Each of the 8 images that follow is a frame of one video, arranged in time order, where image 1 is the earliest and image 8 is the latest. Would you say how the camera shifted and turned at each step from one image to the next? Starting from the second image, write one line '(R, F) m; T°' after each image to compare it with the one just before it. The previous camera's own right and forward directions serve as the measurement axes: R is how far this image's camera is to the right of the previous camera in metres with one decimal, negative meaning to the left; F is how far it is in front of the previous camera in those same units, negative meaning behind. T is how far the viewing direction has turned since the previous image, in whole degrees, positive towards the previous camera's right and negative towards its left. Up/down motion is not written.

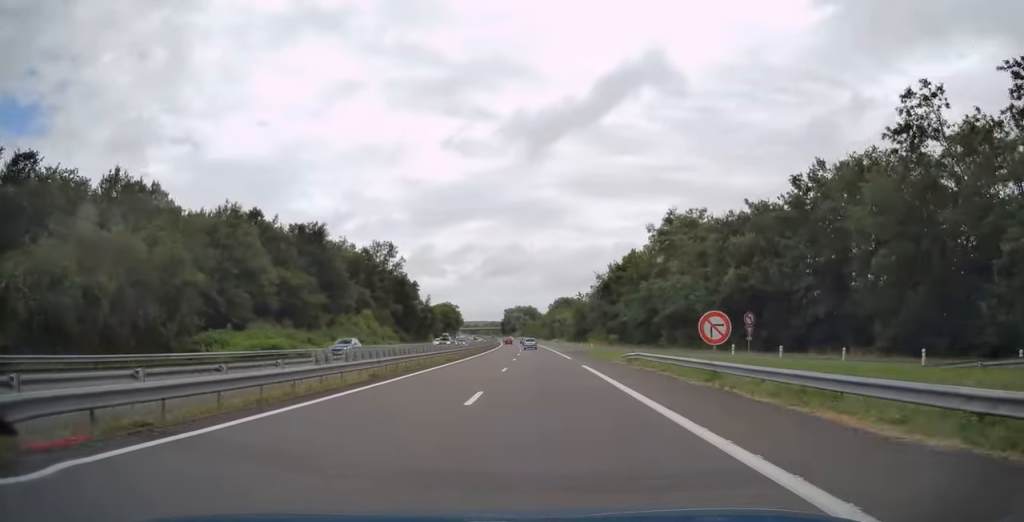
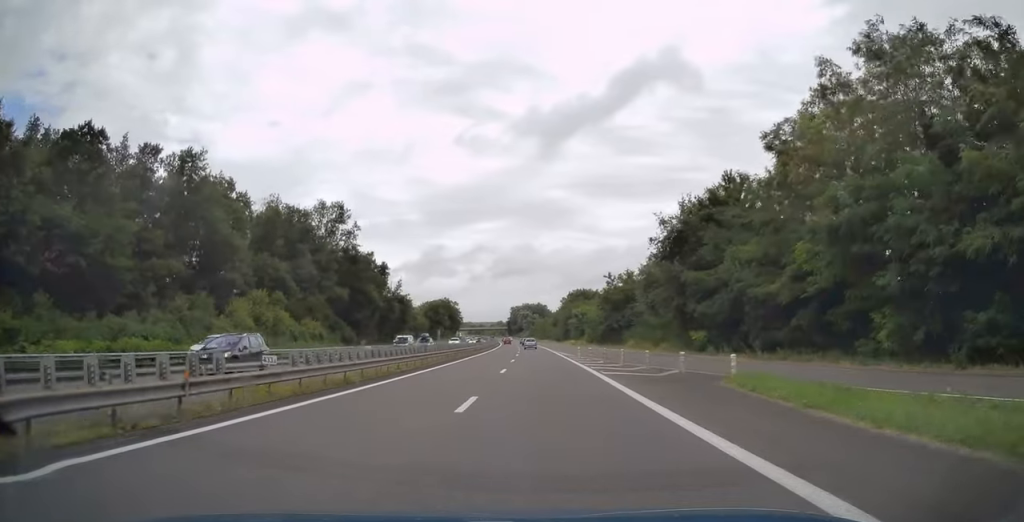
(-0.5, +41.5) m; -1°
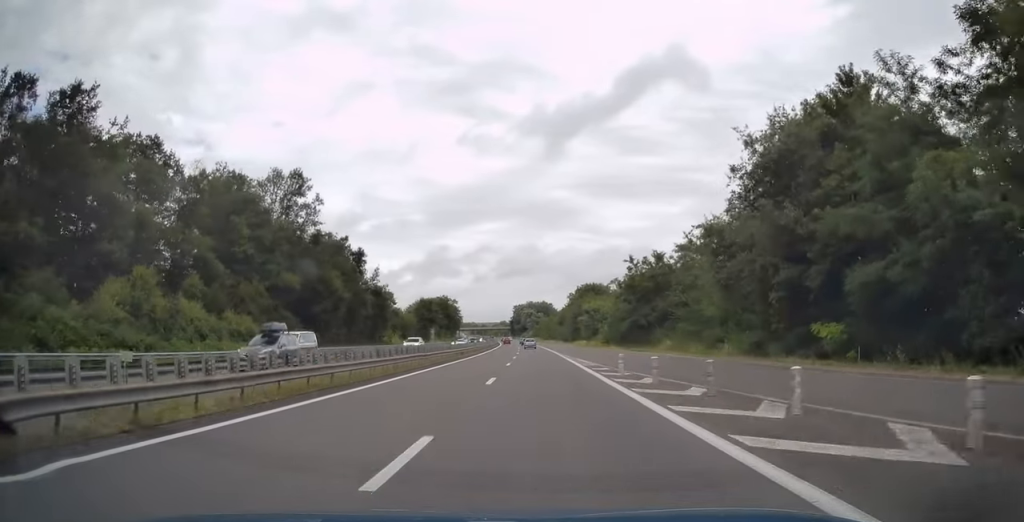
(-0.1, +19.4) m; 0°
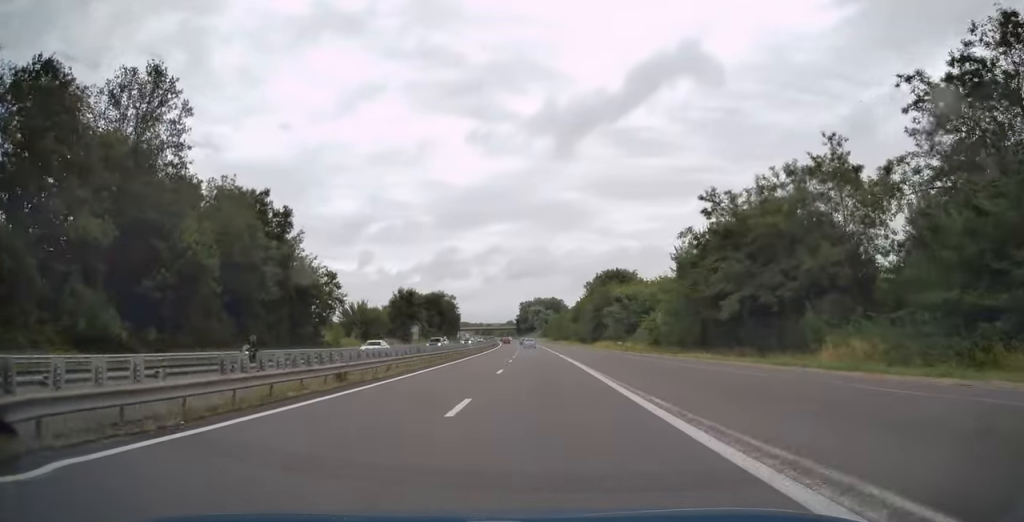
(0.0, +34.5) m; -1°
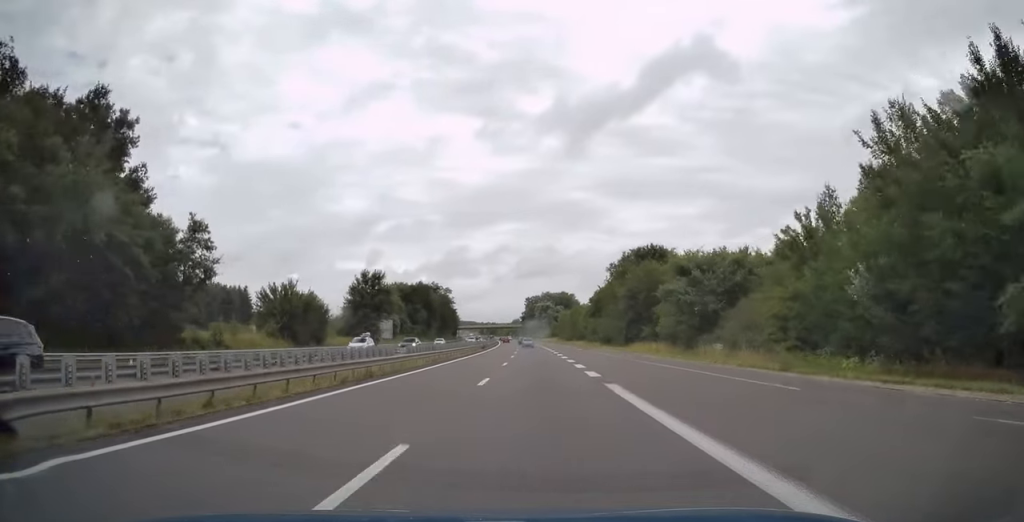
(-0.3, +32.8) m; -1°
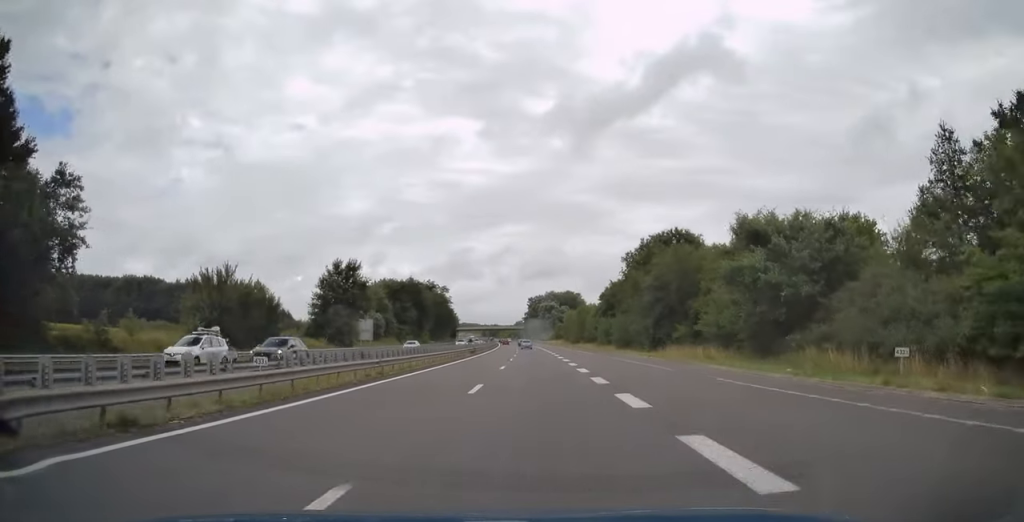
(-0.1, +15.7) m; 0°
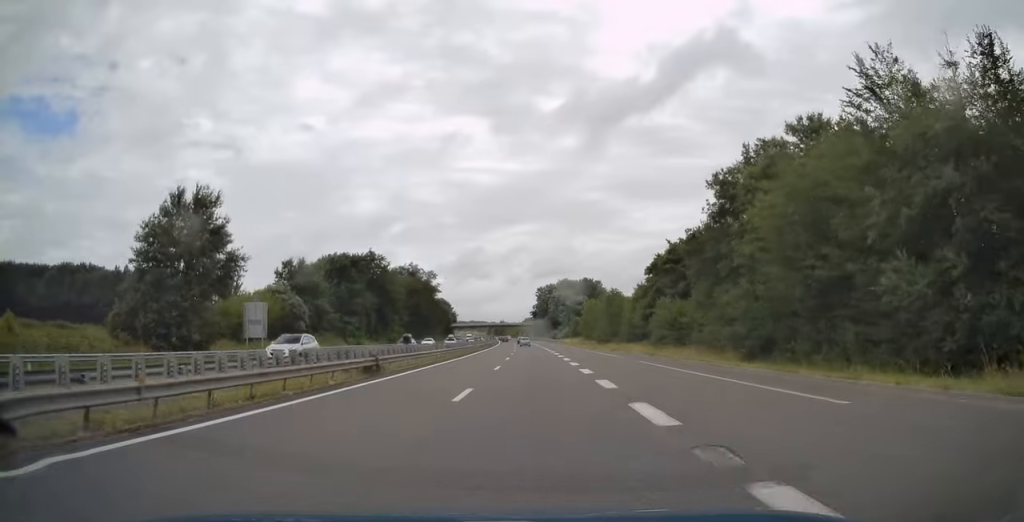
(-0.4, +42.6) m; -1°
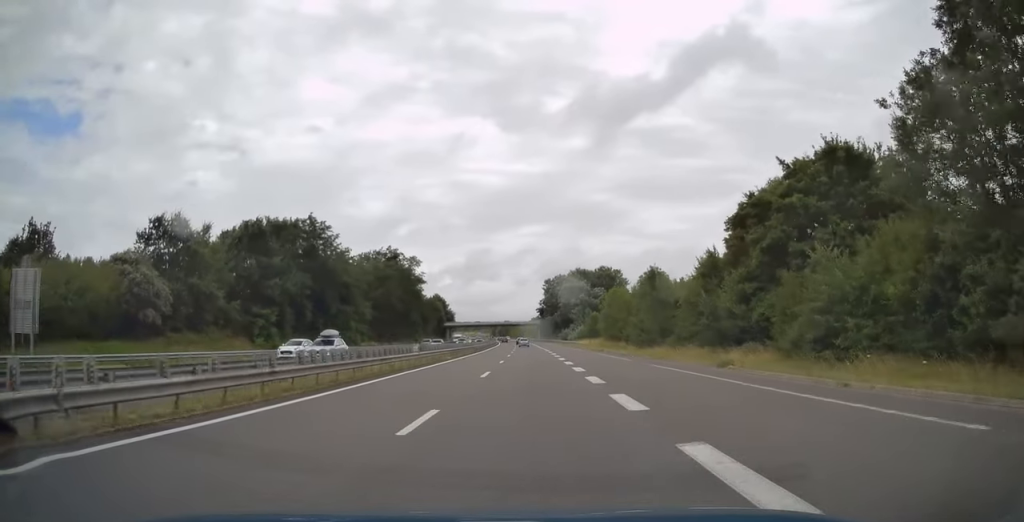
(-0.4, +31.3) m; -1°
